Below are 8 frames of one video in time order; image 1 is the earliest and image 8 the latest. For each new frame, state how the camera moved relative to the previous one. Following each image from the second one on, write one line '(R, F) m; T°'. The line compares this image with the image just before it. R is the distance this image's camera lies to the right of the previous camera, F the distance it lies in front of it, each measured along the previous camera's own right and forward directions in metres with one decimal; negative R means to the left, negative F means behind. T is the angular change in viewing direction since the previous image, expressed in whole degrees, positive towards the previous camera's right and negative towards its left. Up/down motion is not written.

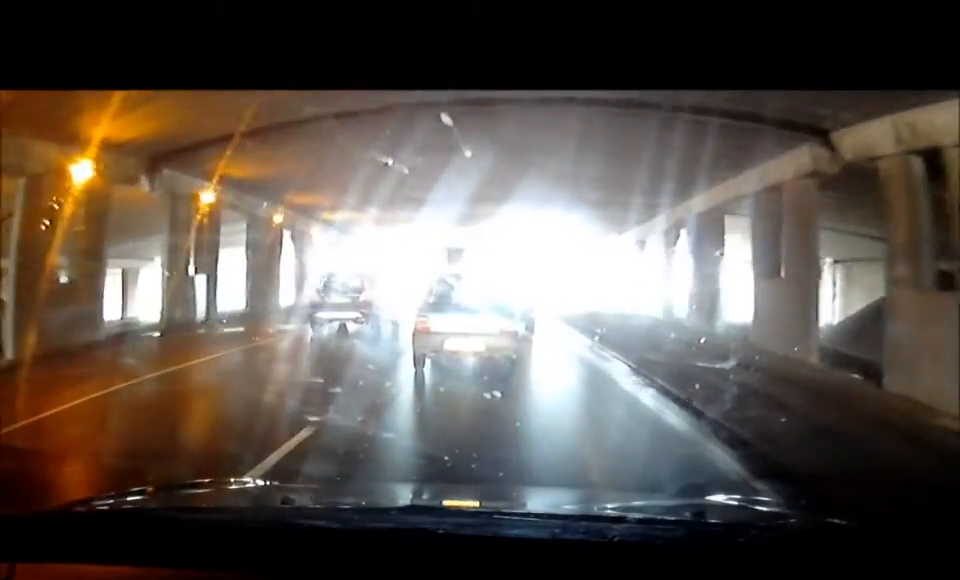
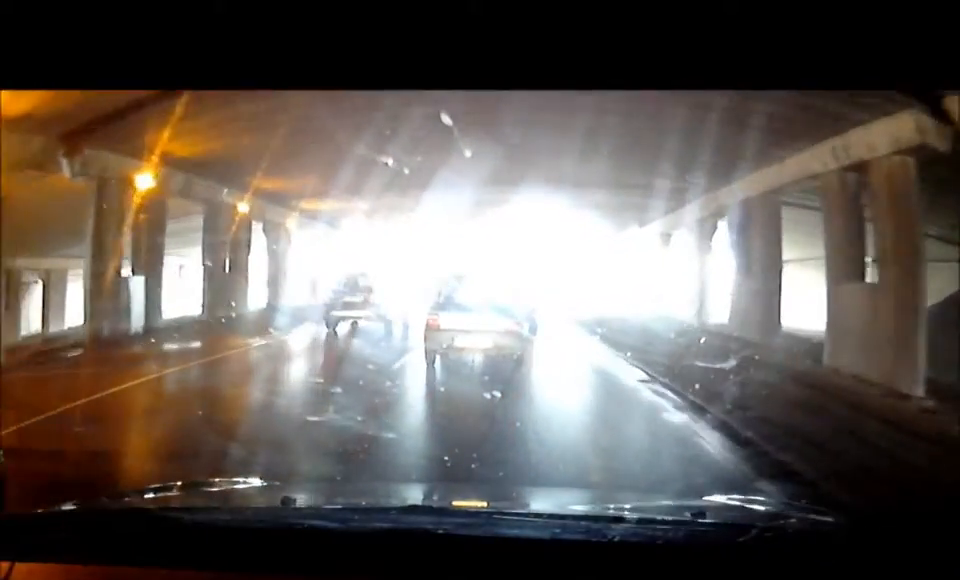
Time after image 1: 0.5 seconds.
(0.0, +5.7) m; 0°
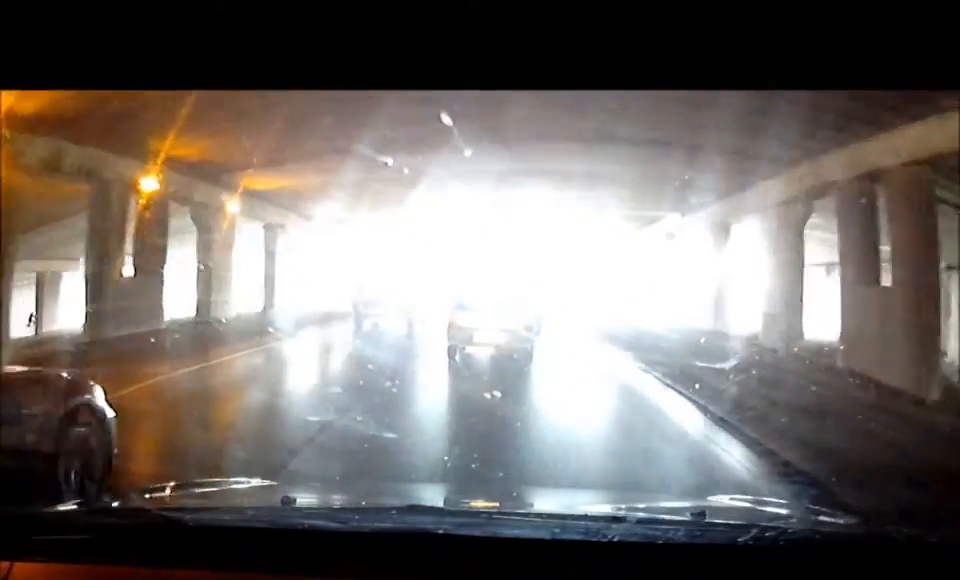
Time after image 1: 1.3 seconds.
(-0.1, +9.8) m; -1°
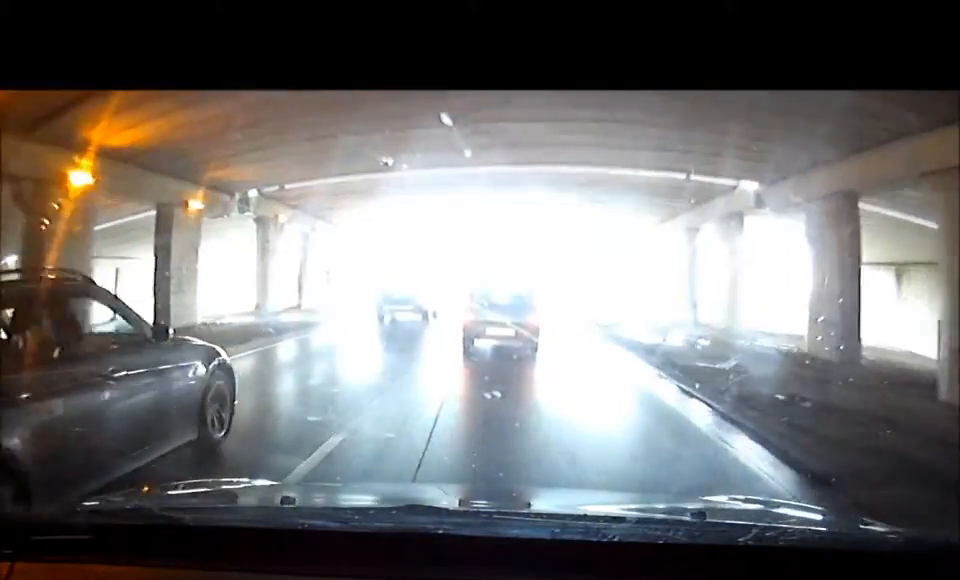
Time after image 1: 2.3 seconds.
(-0.1, +11.6) m; 0°
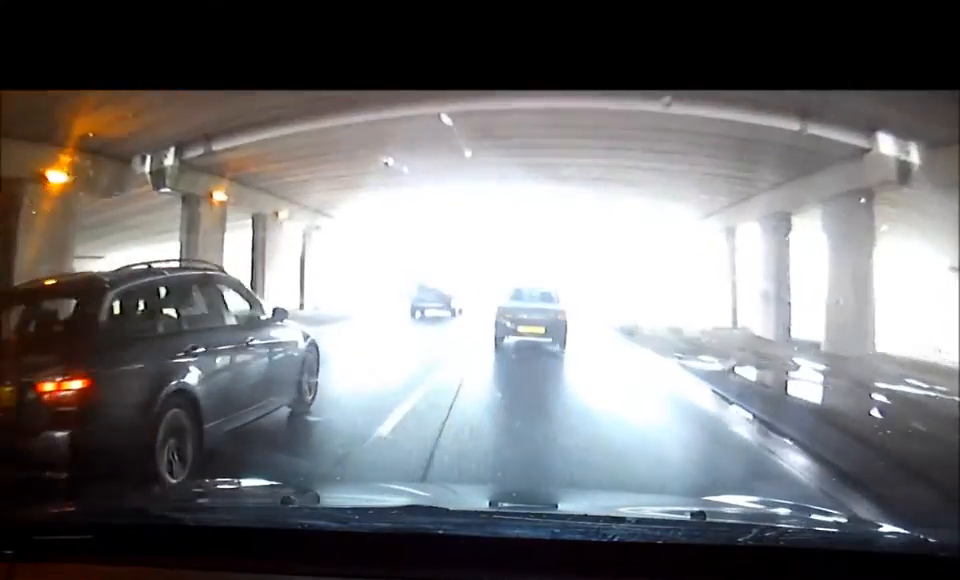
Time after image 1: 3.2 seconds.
(0.0, +9.7) m; 0°
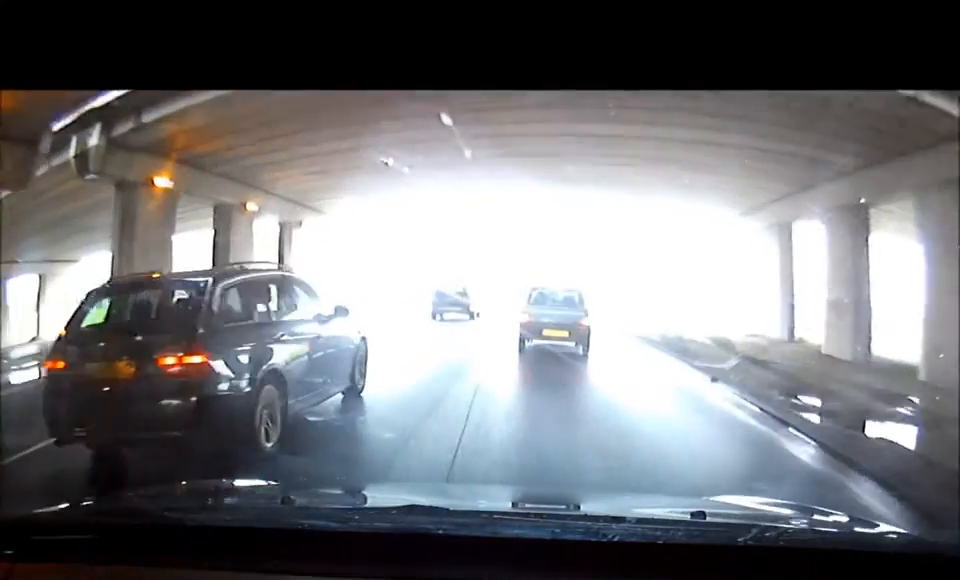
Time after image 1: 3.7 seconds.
(0.0, +5.3) m; 0°
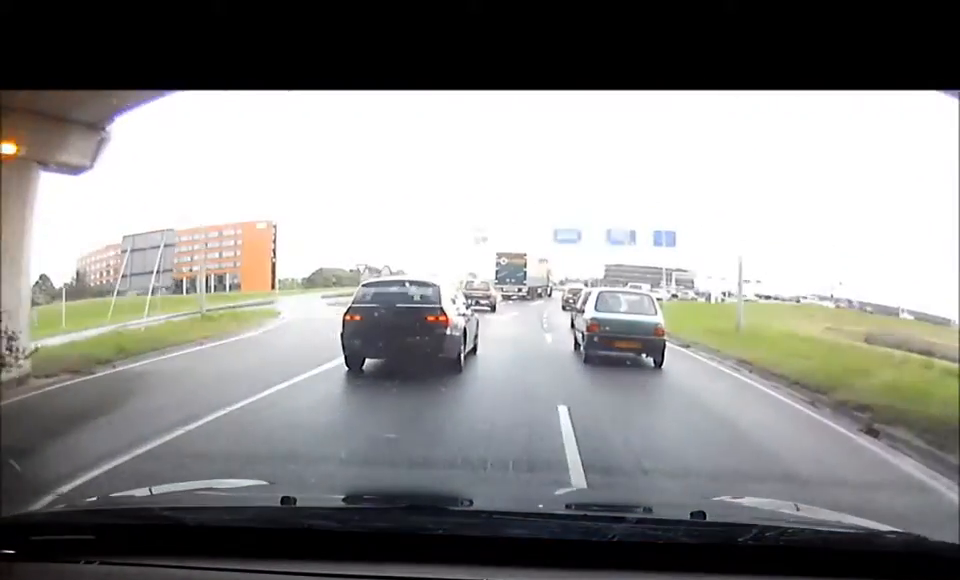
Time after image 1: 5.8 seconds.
(0.0, +20.7) m; 0°
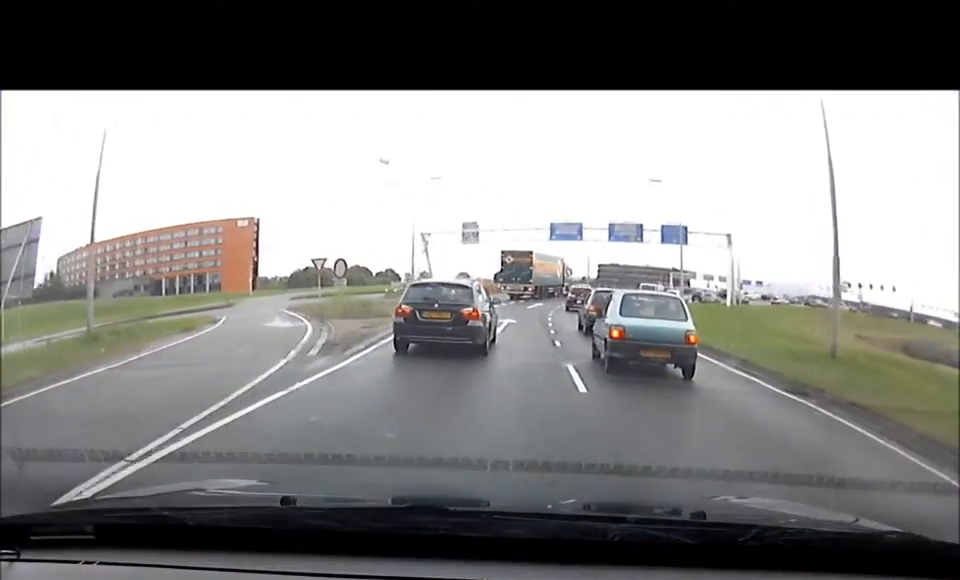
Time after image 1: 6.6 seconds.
(0.0, +8.0) m; 0°
